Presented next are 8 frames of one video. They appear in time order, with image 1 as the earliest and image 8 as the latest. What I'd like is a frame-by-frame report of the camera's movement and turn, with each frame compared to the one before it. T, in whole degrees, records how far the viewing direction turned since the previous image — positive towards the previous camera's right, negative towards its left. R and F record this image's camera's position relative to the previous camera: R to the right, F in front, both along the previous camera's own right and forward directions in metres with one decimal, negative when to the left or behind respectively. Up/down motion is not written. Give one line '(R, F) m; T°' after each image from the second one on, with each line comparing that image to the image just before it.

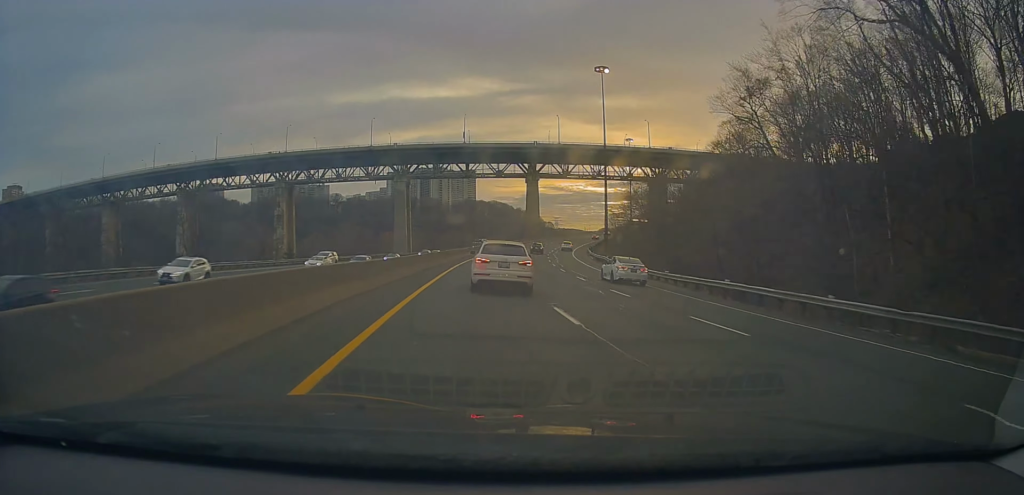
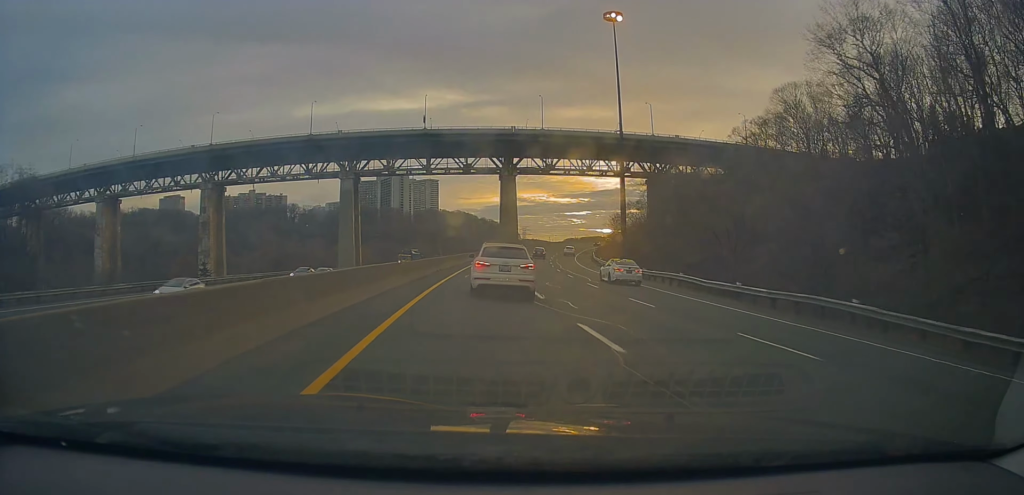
(+1.3, +30.5) m; +5°
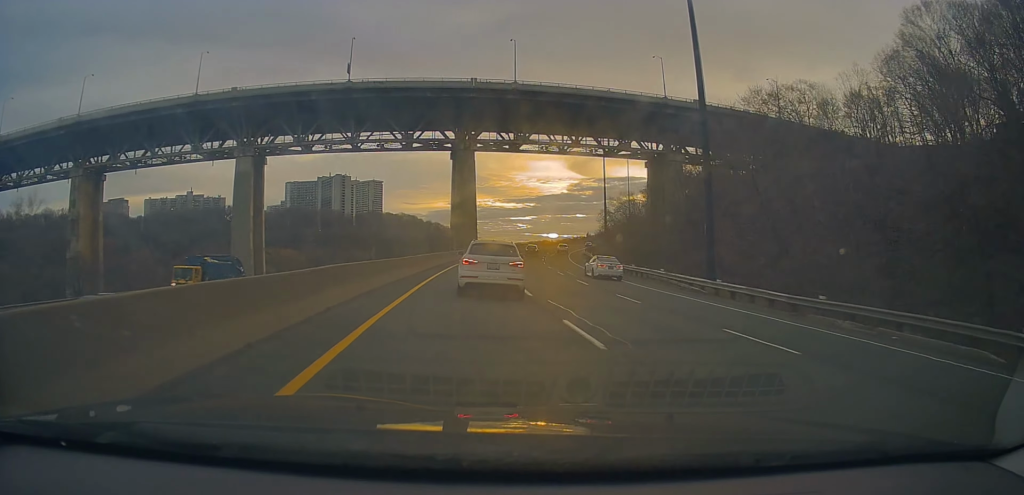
(+2.0, +37.5) m; +4°
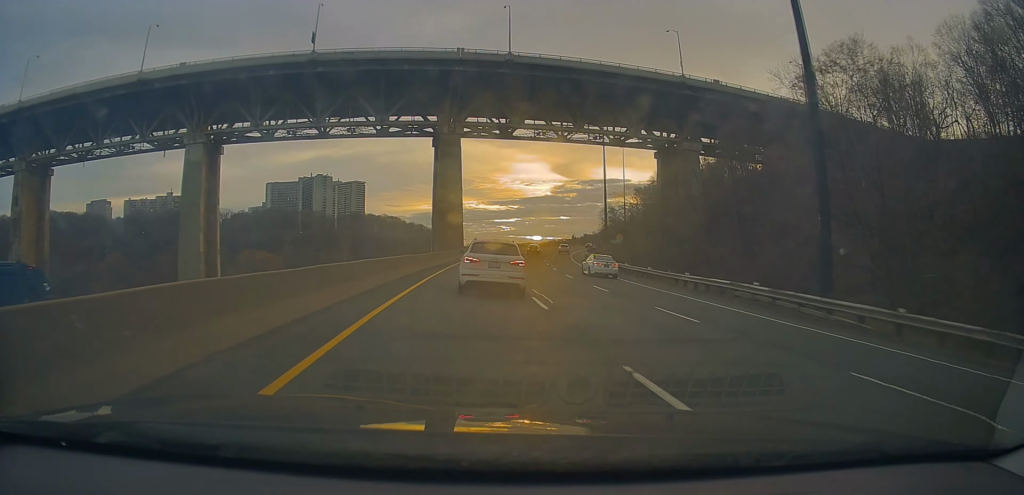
(+0.1, +14.4) m; +1°
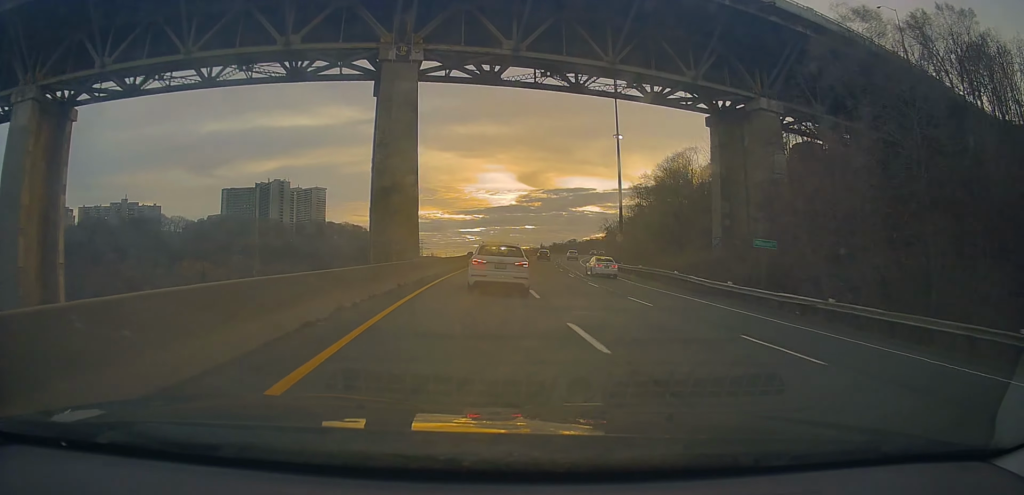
(+1.1, +34.1) m; +5°
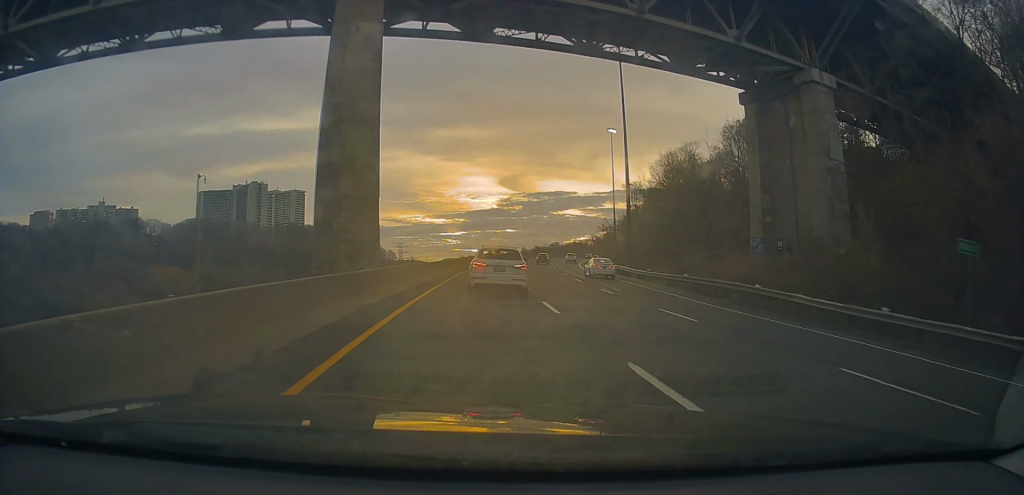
(+0.1, +13.2) m; +2°
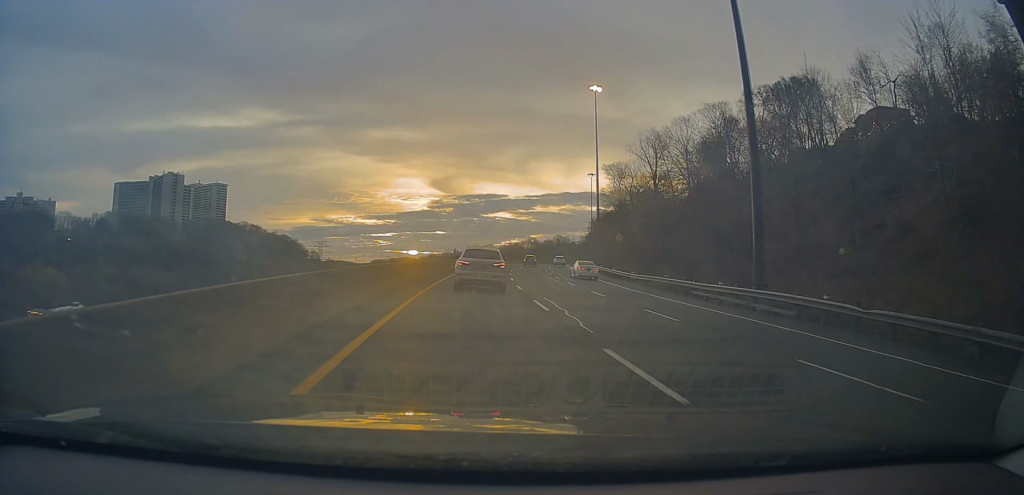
(+2.0, +45.9) m; +7°
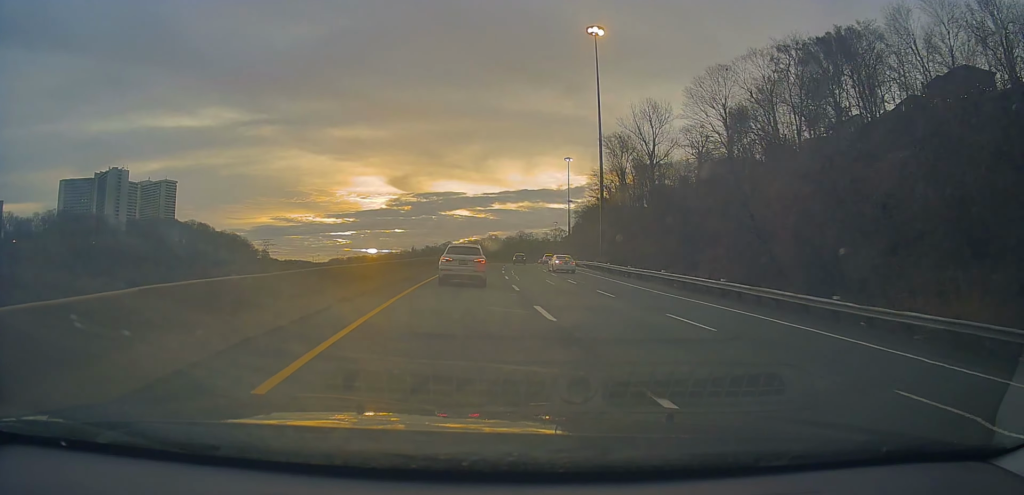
(+2.5, +30.2) m; +7°
